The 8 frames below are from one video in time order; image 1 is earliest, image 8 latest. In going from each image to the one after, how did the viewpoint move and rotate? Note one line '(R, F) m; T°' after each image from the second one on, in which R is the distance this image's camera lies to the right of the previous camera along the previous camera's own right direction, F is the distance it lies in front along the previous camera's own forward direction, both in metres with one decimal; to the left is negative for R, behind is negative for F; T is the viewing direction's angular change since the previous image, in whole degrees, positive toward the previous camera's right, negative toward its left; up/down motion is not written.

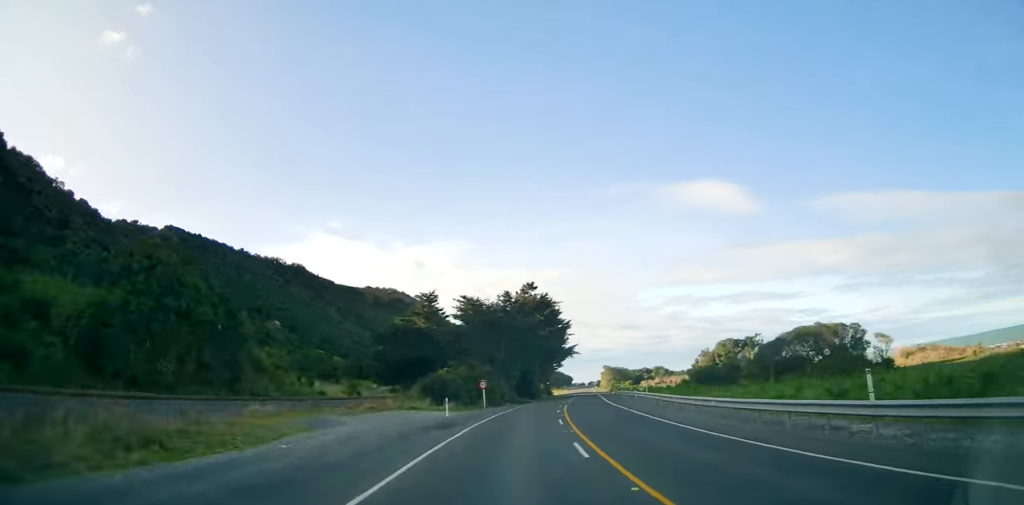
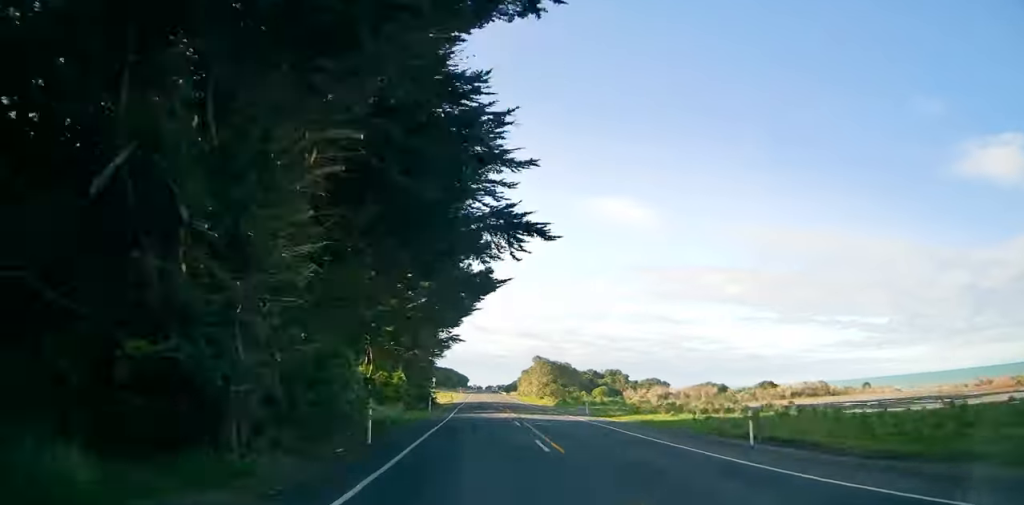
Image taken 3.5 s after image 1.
(+6.8, +80.3) m; +6°
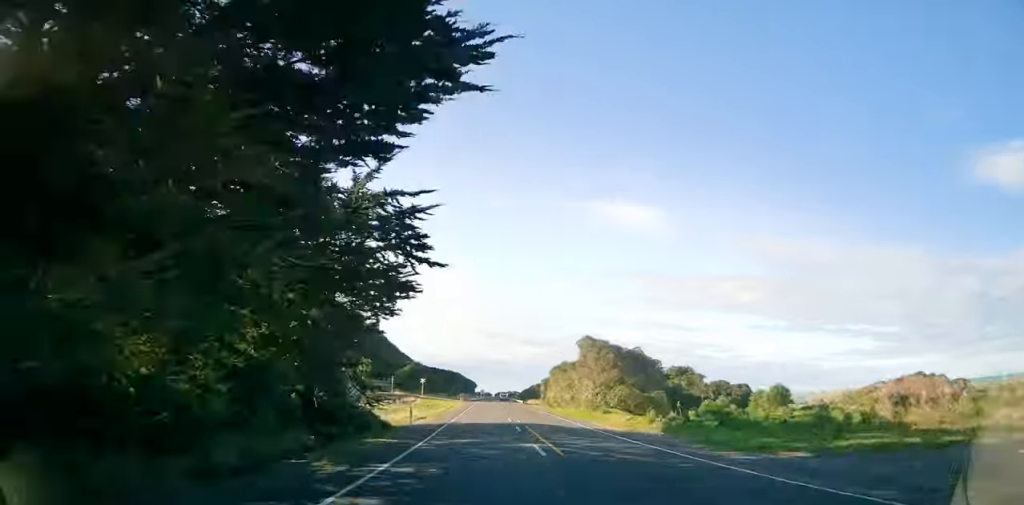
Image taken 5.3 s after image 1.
(+0.4, +40.0) m; +1°
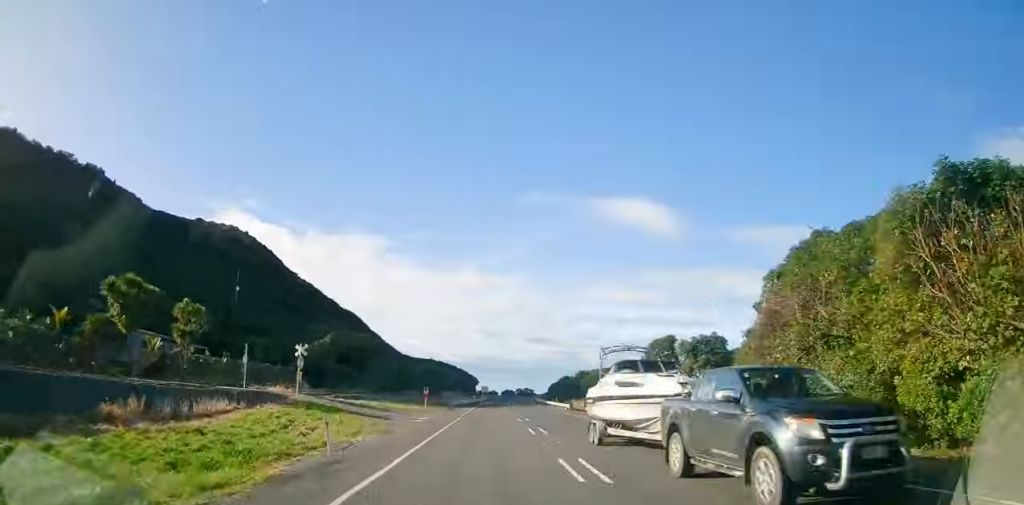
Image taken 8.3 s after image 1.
(+0.1, +65.4) m; 0°
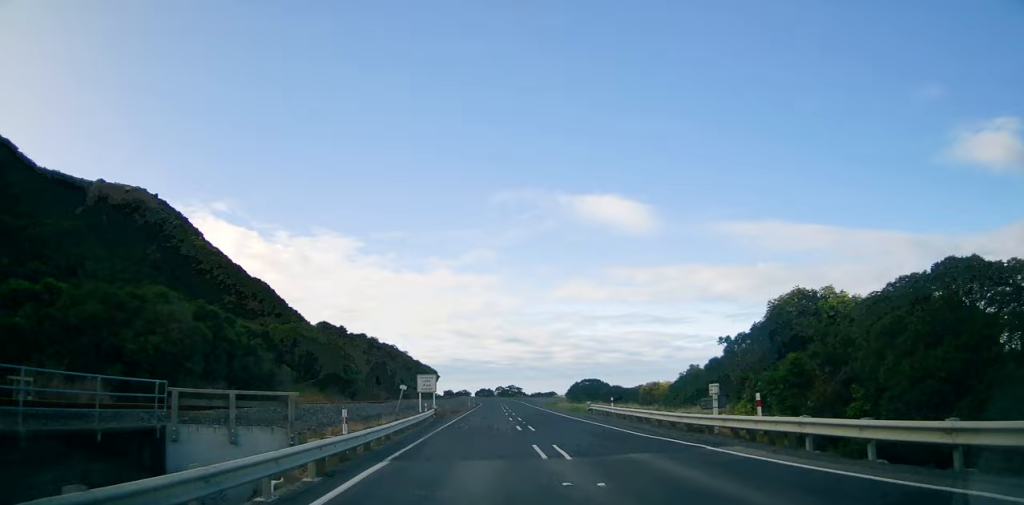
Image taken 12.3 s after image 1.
(+0.5, +85.1) m; +1°
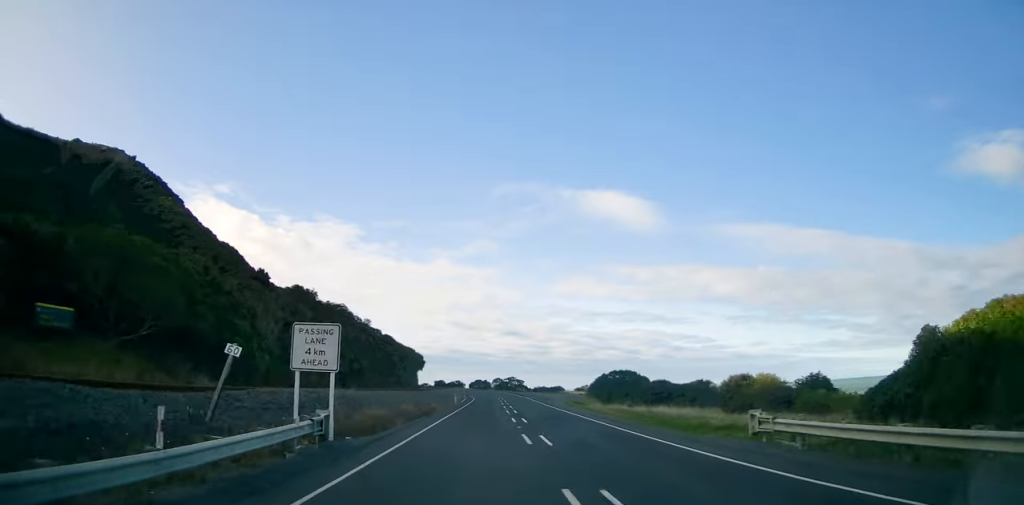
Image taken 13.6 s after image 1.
(+0.1, +27.3) m; 0°
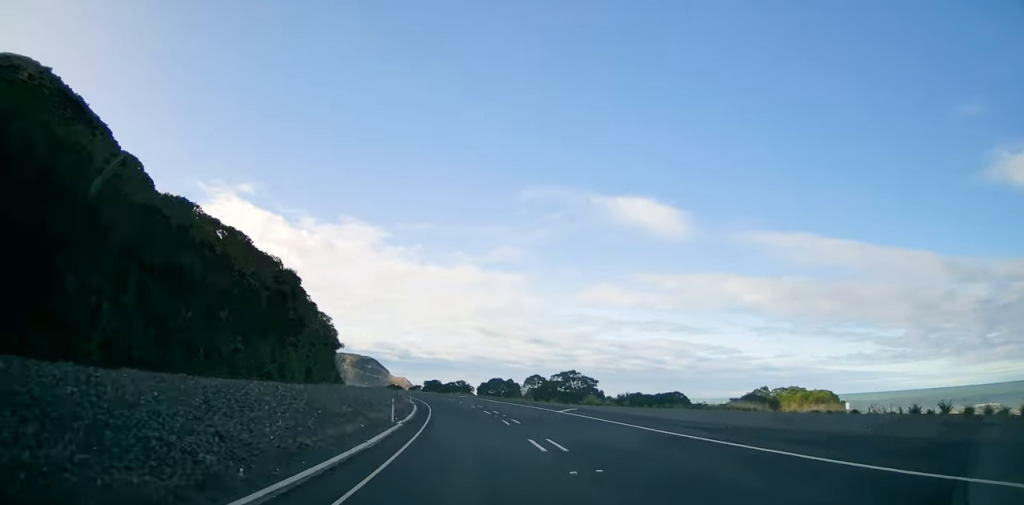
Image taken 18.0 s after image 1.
(-2.0, +91.5) m; -7°
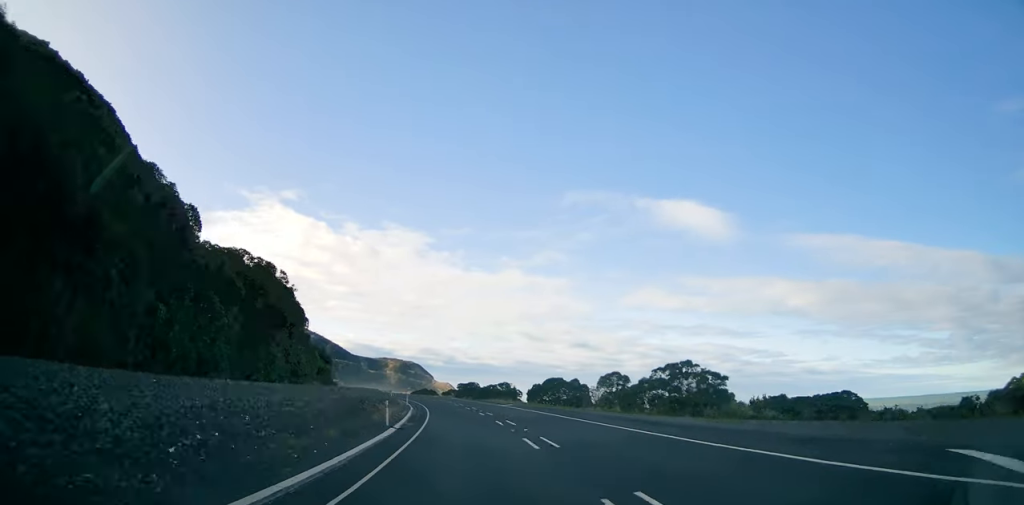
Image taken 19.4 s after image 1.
(-0.4, +28.8) m; -4°
